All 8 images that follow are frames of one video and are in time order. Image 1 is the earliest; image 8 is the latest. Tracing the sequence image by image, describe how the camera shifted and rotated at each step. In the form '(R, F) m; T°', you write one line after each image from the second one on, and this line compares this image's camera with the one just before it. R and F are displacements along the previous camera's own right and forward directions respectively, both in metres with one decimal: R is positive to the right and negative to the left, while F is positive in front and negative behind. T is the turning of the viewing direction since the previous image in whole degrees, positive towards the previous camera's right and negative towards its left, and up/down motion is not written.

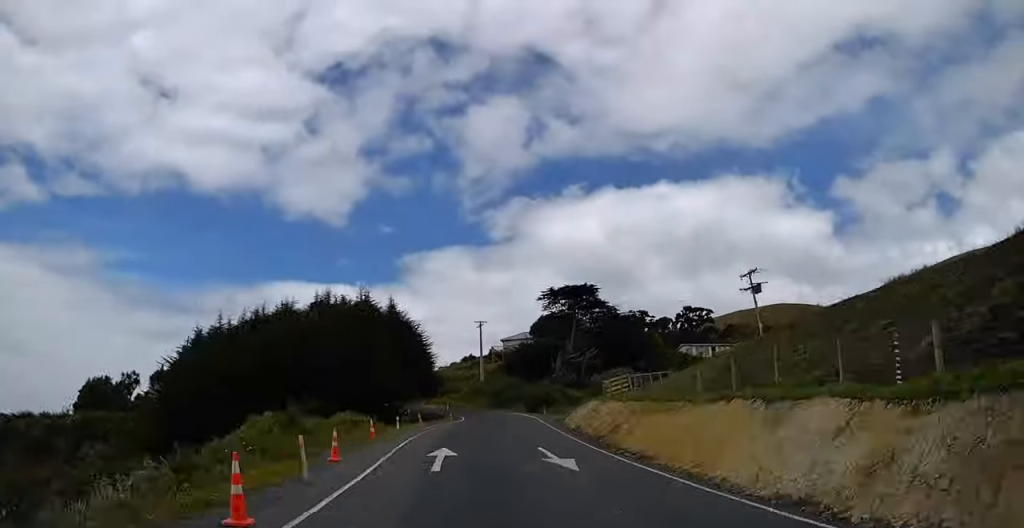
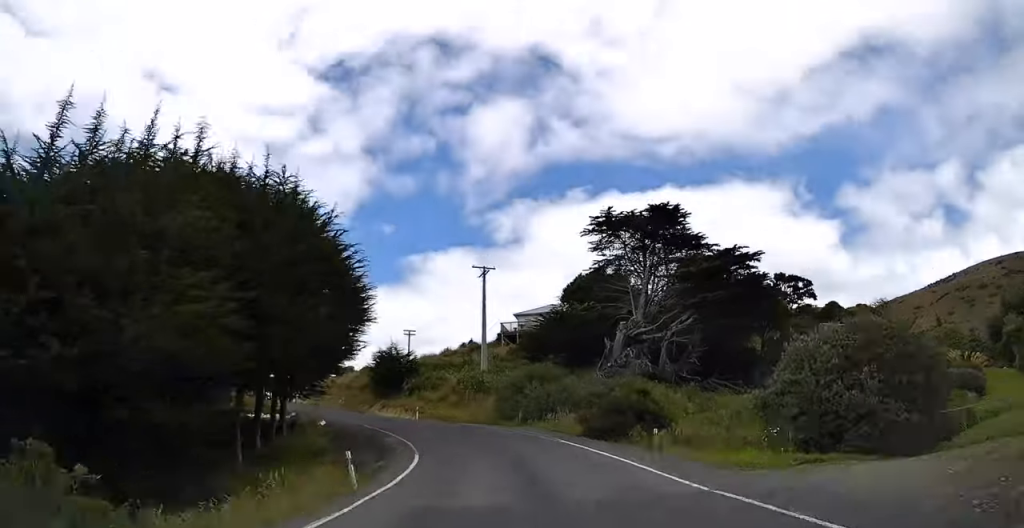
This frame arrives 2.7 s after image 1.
(+1.3, +33.9) m; -3°
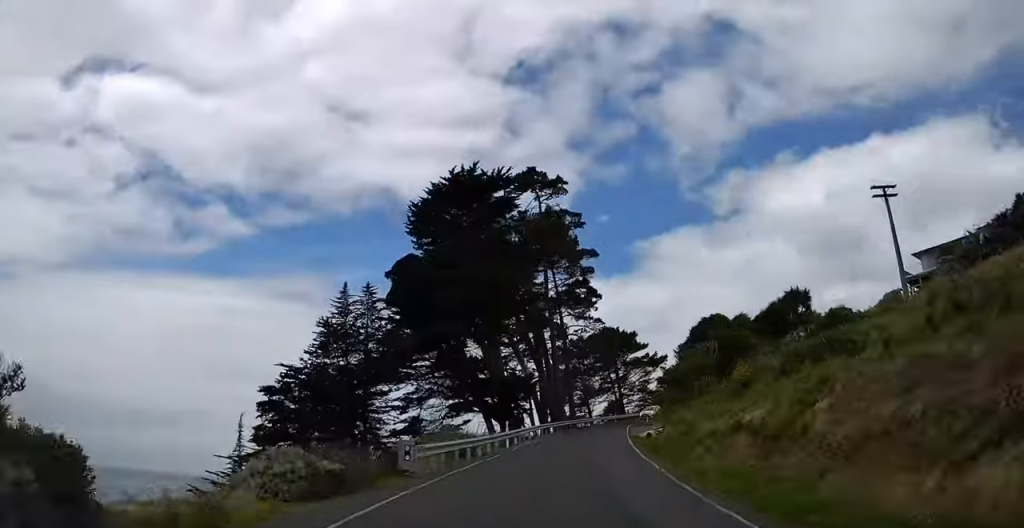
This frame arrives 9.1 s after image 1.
(-14.1, +69.7) m; -14°
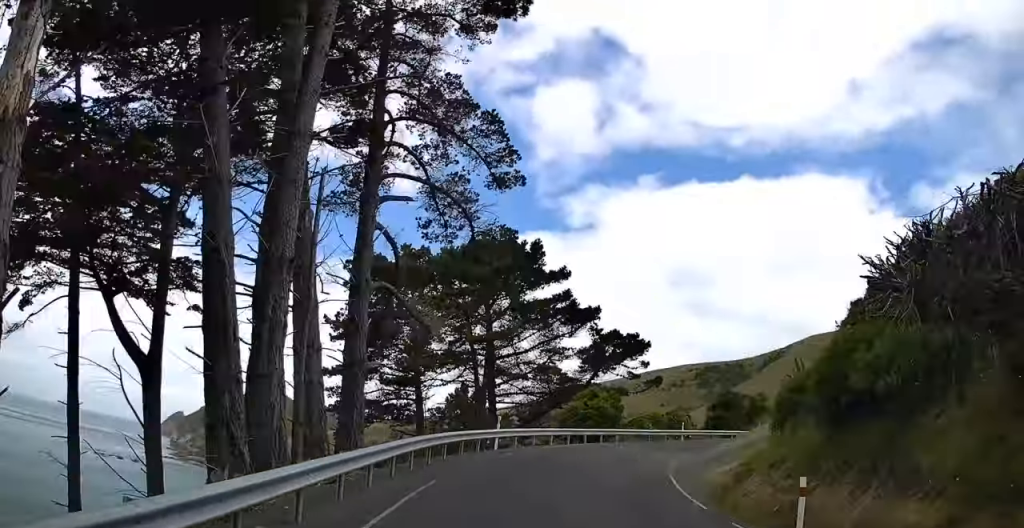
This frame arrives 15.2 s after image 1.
(+8.9, +57.0) m; +24°
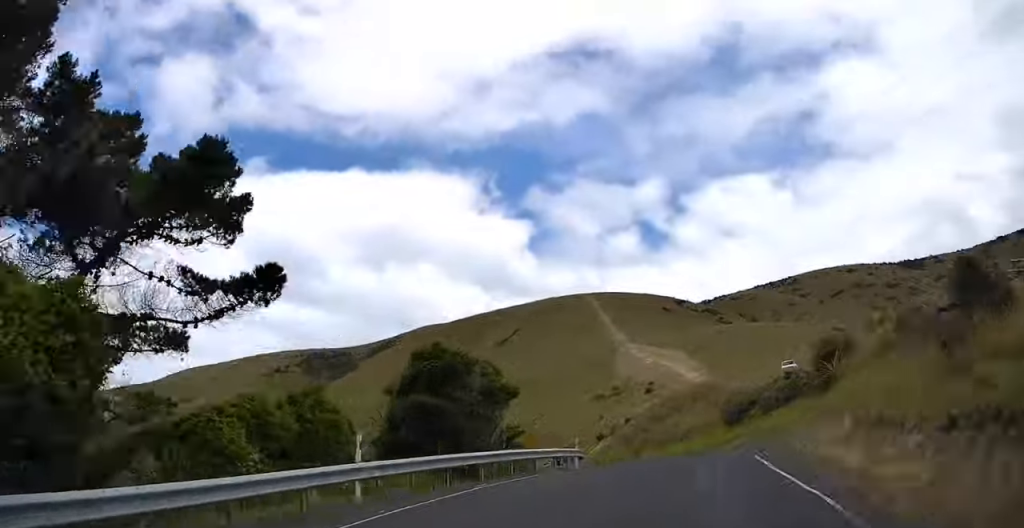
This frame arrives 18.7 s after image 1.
(+4.6, +30.6) m; +18°
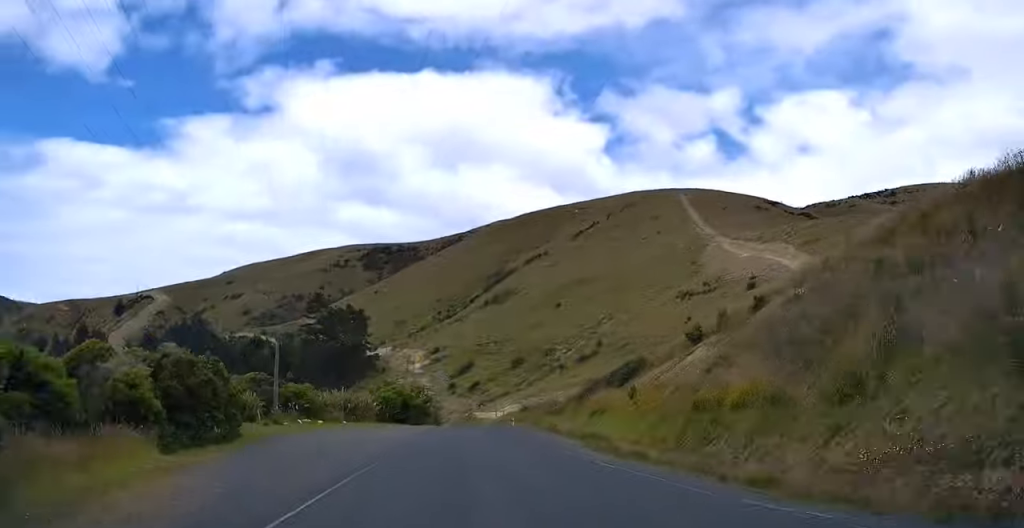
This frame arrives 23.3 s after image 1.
(+6.7, +47.2) m; +1°
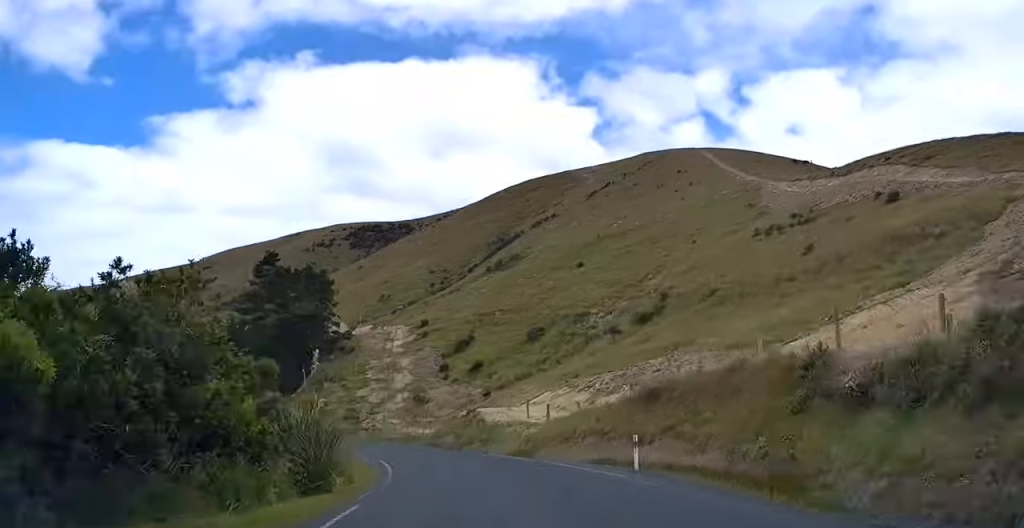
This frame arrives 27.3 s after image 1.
(-4.5, +47.2) m; -11°
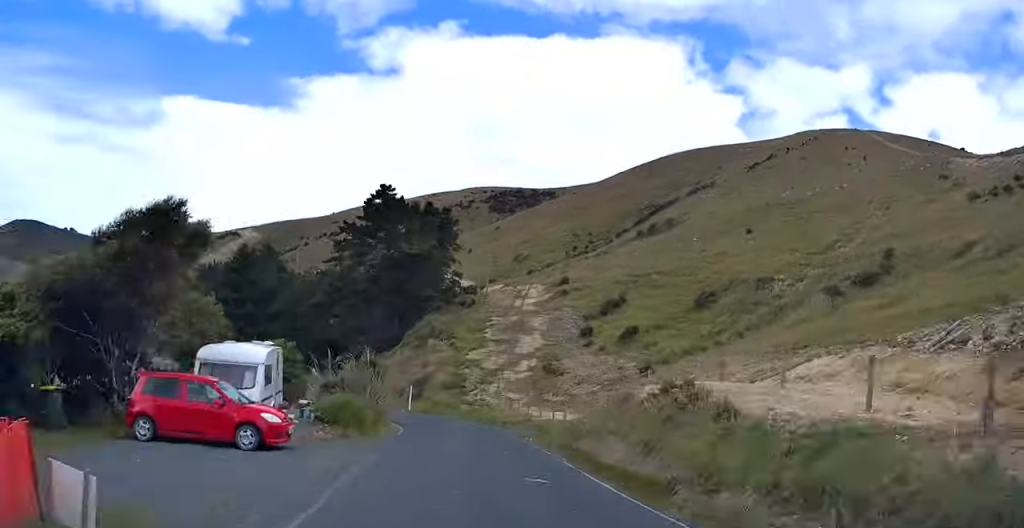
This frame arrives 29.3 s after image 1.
(+1.8, +25.3) m; -6°
